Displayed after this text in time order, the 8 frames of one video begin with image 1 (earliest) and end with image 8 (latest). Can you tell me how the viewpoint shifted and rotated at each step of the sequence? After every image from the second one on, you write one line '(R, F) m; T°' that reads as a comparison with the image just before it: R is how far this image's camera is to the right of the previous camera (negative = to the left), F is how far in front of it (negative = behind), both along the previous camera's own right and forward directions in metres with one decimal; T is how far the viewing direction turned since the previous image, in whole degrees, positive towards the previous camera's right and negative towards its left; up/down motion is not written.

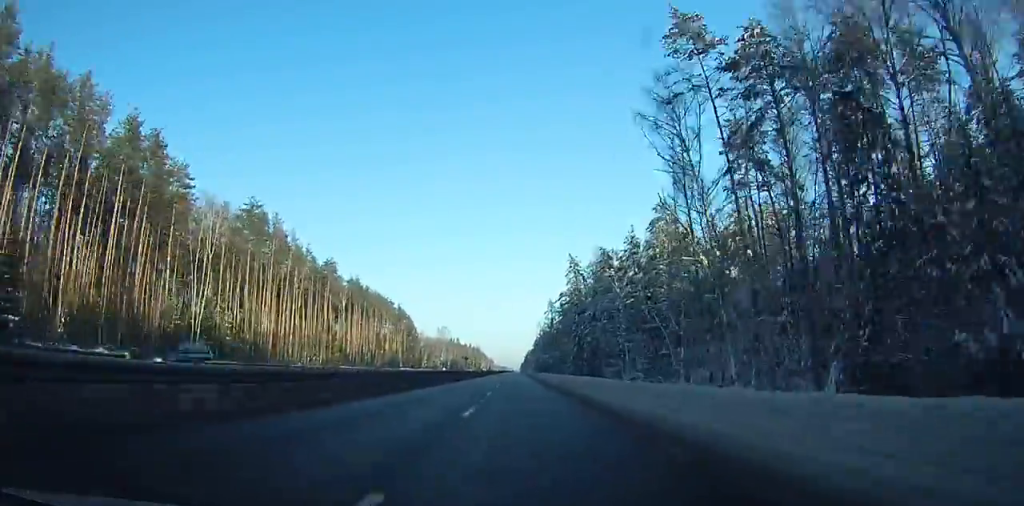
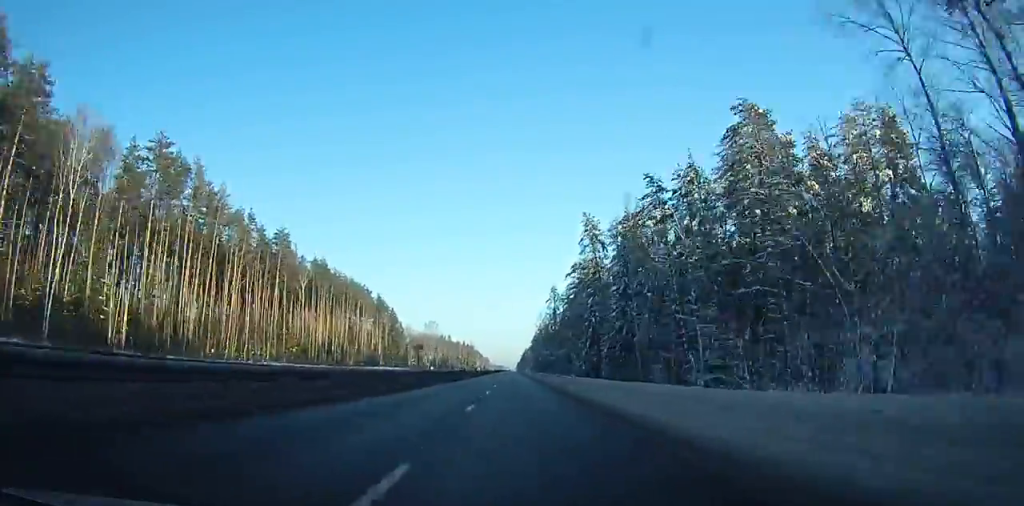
(0.0, +34.4) m; 0°
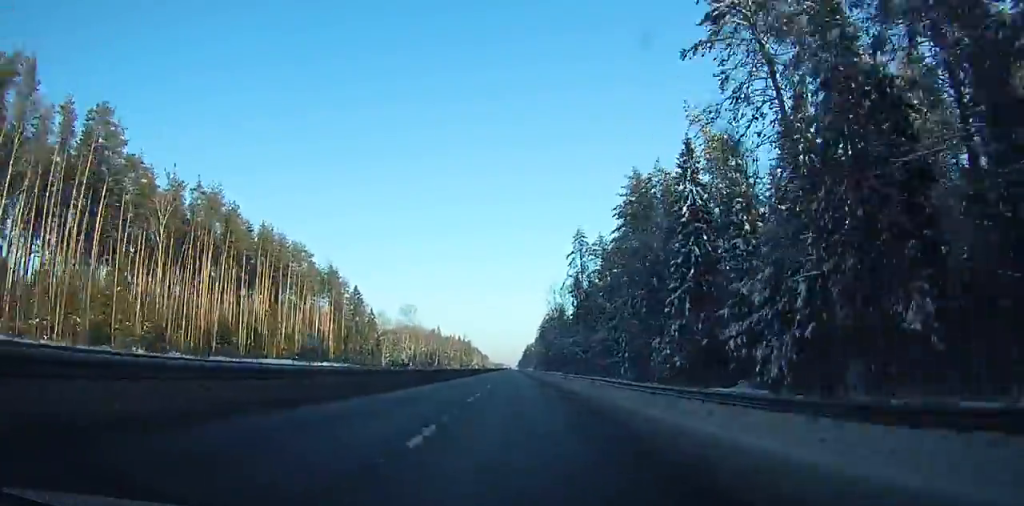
(-0.1, +66.9) m; 0°
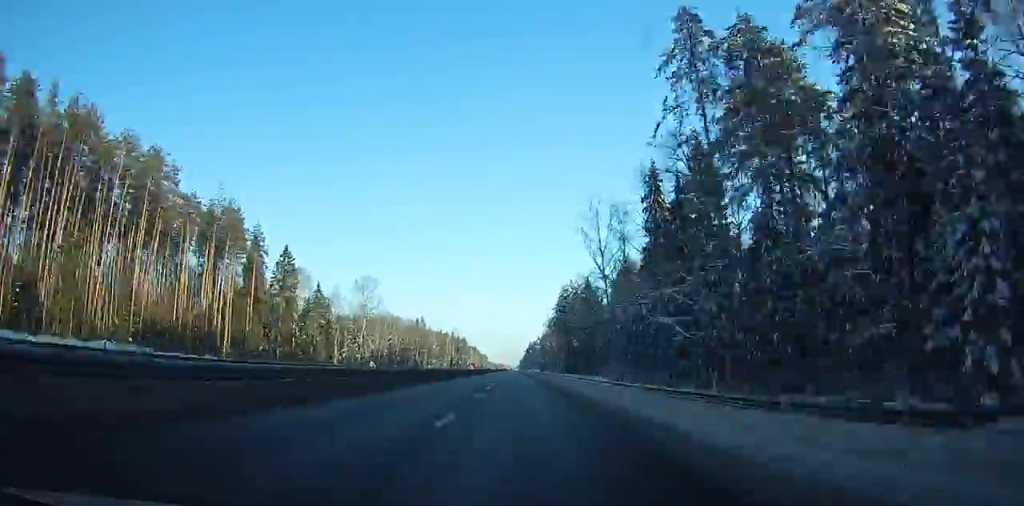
(+0.1, +70.1) m; 0°
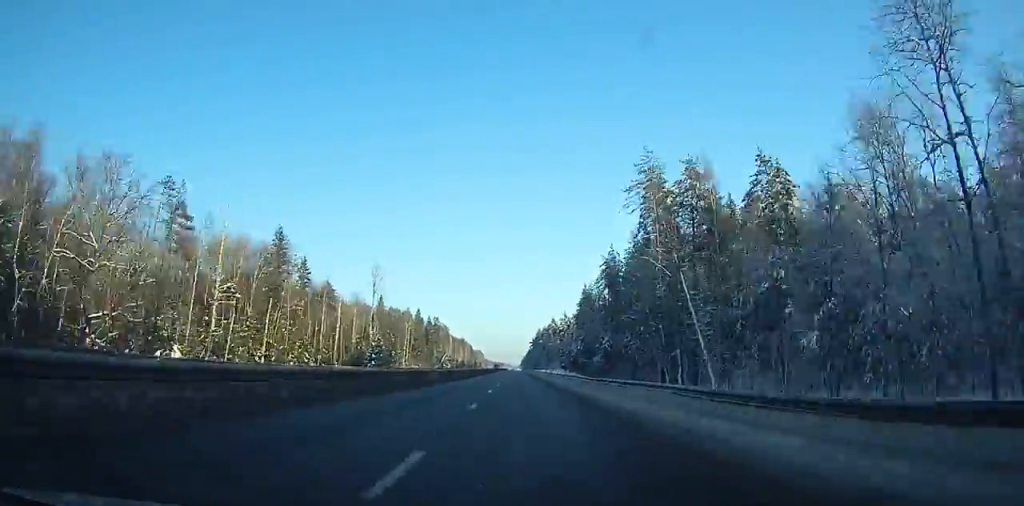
(-0.4, +187.3) m; 0°
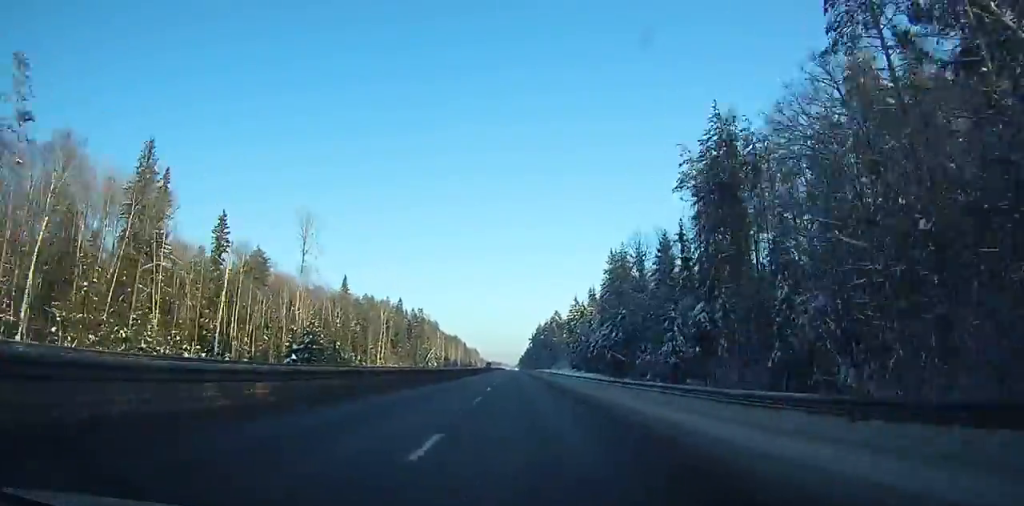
(+0.2, +46.8) m; 0°
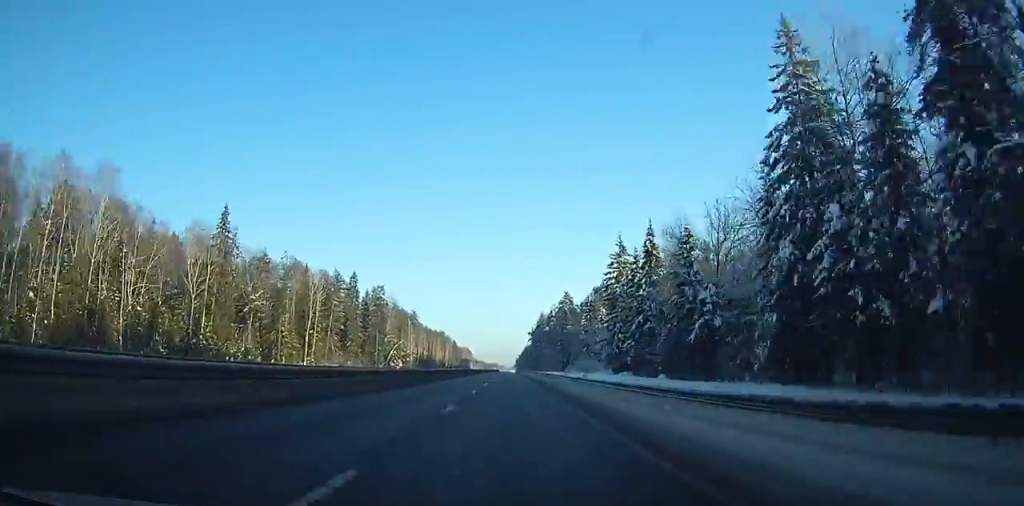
(+0.3, +78.0) m; 0°
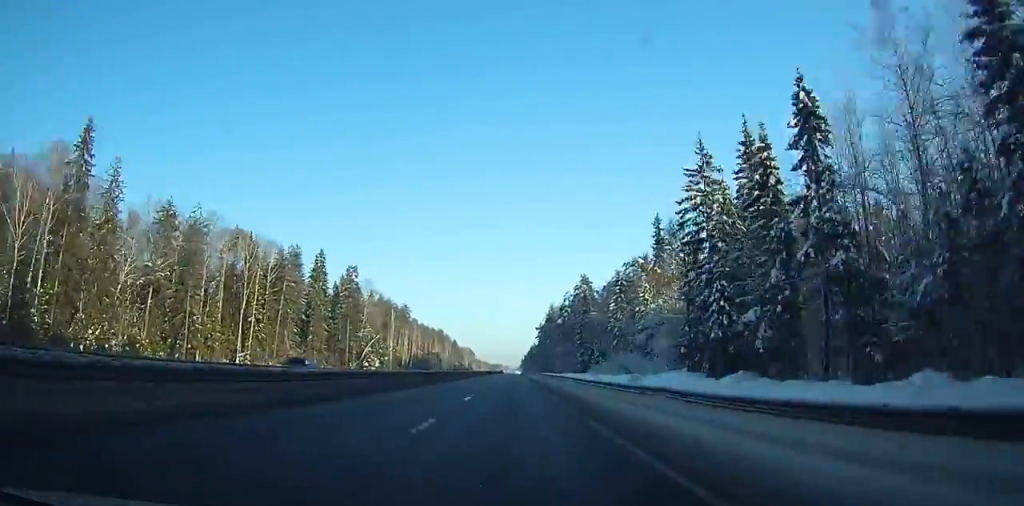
(0.0, +42.4) m; 0°
